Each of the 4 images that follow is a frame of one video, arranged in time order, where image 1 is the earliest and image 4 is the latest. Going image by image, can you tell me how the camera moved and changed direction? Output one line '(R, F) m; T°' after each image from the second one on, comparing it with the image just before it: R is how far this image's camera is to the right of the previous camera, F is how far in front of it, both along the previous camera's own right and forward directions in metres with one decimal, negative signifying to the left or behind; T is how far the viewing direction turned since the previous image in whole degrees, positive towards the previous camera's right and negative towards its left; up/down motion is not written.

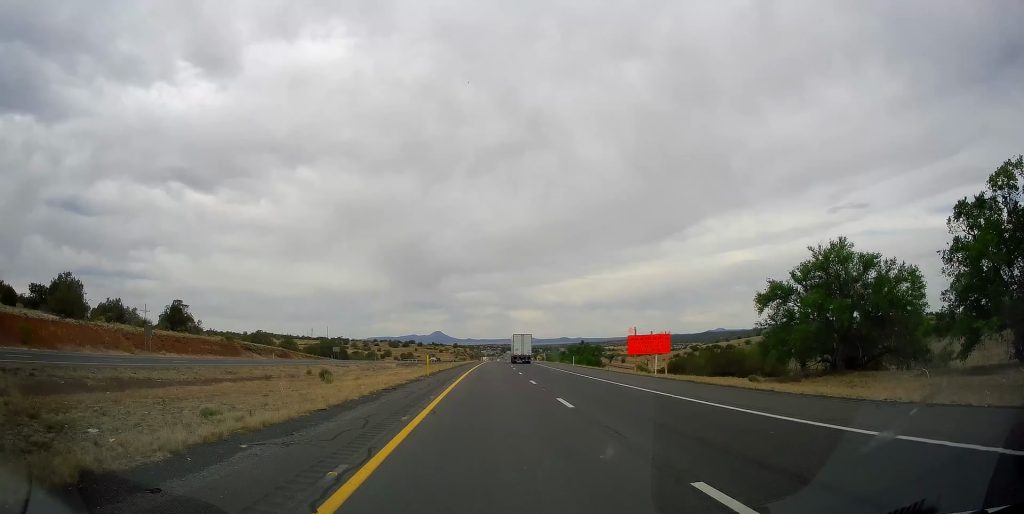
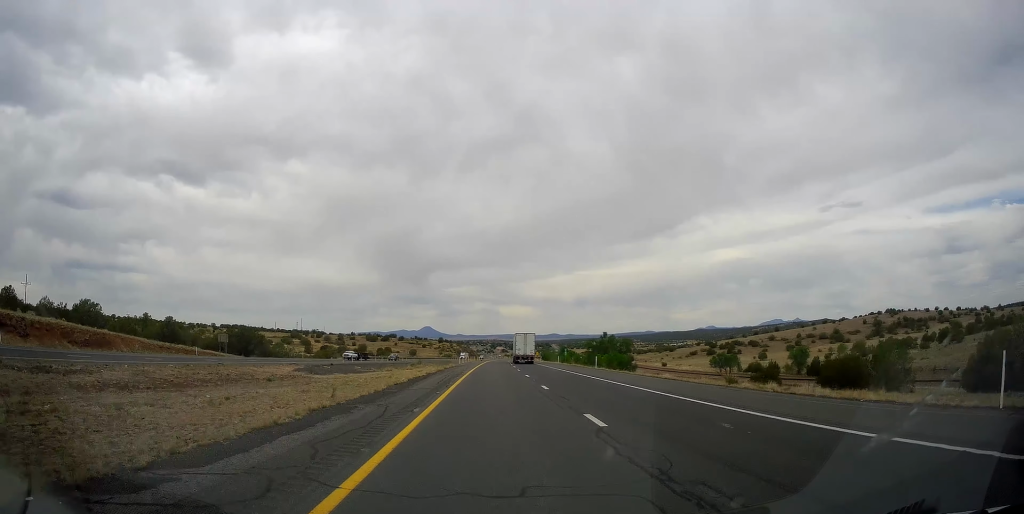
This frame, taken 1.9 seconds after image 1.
(+0.2, +64.8) m; 0°
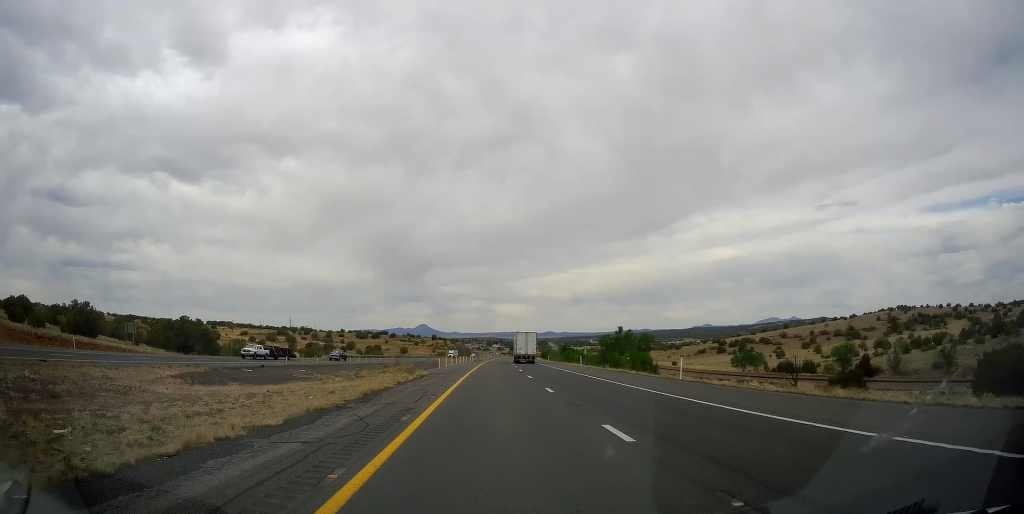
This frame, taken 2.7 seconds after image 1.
(0.0, +26.2) m; 0°
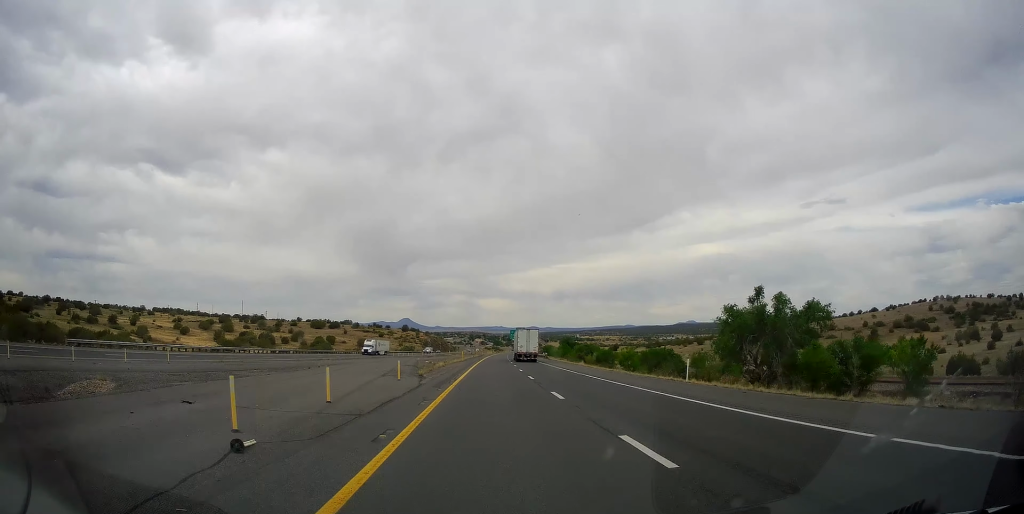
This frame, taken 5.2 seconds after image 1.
(+1.1, +87.8) m; +2°
